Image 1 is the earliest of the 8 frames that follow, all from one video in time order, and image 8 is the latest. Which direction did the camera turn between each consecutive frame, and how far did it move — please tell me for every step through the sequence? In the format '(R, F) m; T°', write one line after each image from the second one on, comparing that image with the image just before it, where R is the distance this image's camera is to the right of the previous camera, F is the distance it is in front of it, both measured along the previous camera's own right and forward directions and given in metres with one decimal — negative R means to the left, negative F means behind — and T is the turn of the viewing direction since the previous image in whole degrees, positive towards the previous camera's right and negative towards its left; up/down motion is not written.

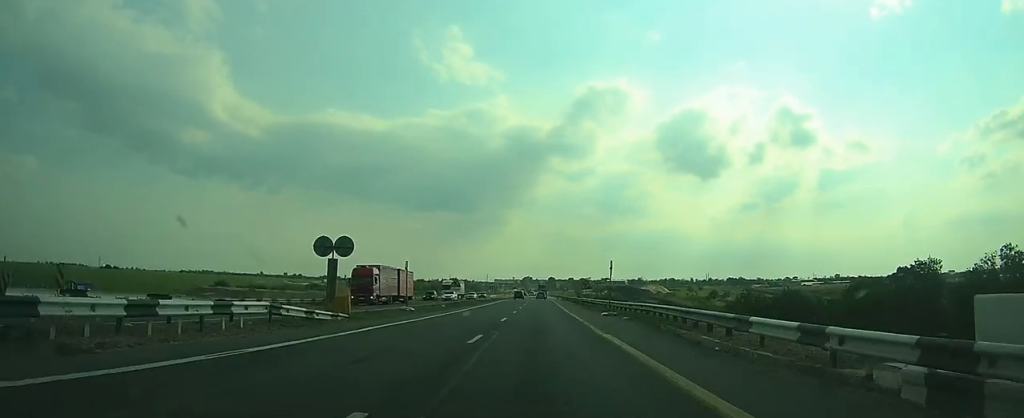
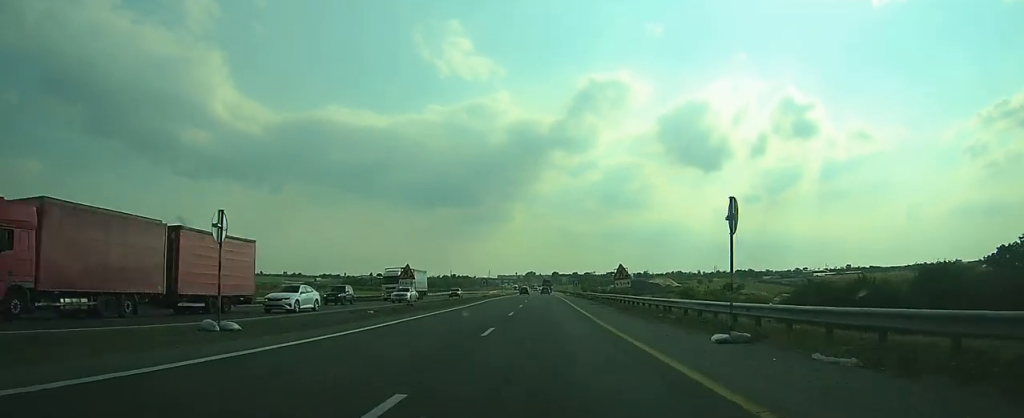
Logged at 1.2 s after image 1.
(-0.2, +22.5) m; -1°
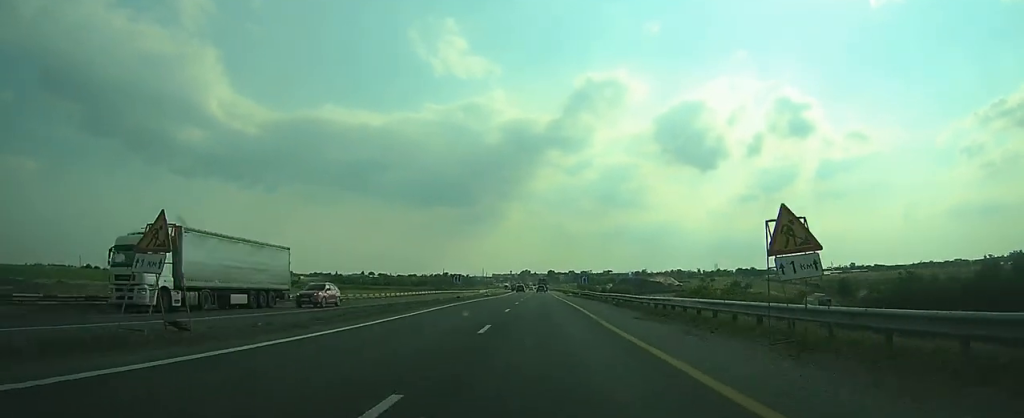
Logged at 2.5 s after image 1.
(-0.1, +23.7) m; 0°
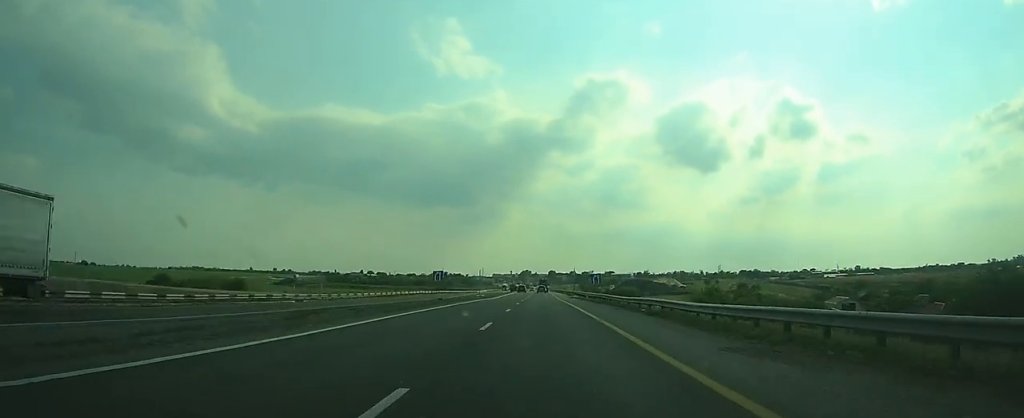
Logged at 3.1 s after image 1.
(+0.1, +11.5) m; 0°
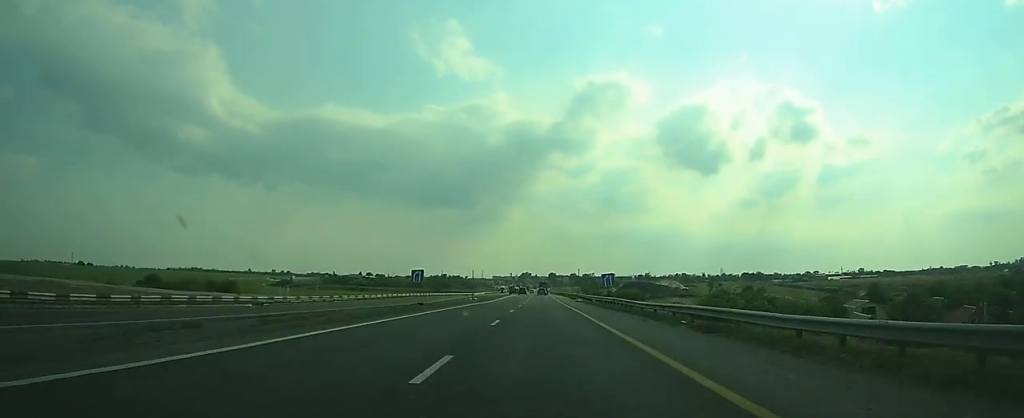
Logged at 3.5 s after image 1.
(0.0, +8.4) m; 0°
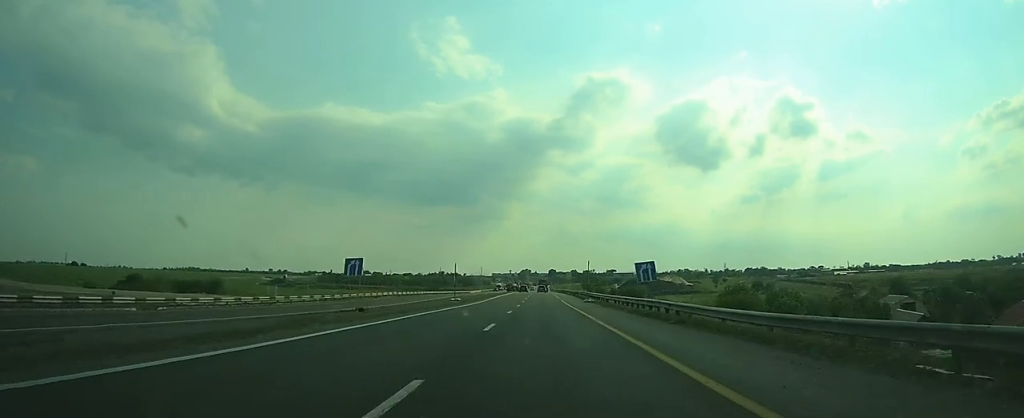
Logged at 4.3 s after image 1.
(0.0, +14.3) m; 0°
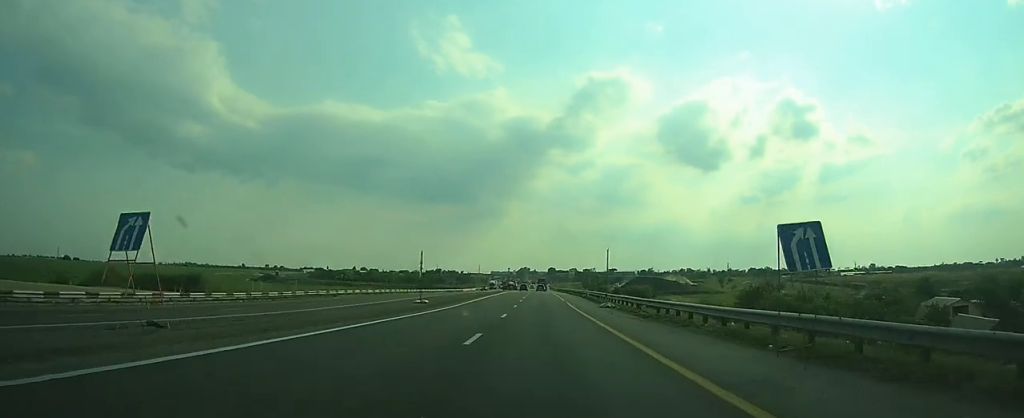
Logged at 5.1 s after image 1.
(-0.1, +15.8) m; 0°
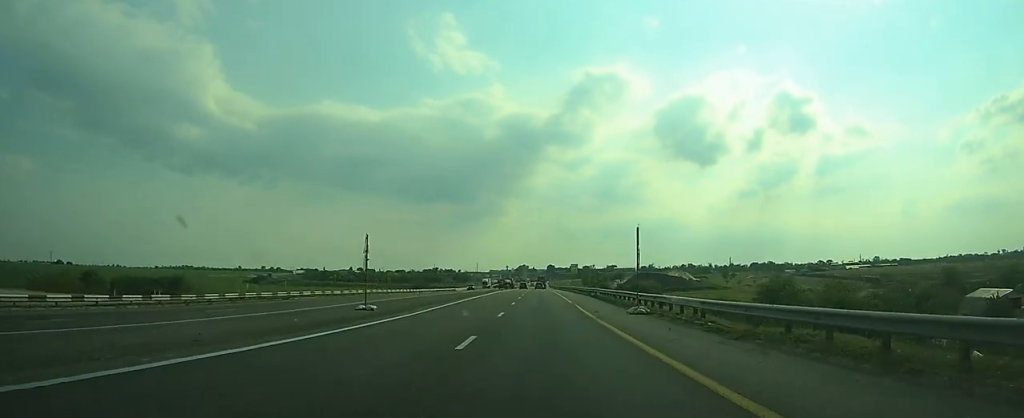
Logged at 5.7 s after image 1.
(0.0, +12.6) m; 0°
